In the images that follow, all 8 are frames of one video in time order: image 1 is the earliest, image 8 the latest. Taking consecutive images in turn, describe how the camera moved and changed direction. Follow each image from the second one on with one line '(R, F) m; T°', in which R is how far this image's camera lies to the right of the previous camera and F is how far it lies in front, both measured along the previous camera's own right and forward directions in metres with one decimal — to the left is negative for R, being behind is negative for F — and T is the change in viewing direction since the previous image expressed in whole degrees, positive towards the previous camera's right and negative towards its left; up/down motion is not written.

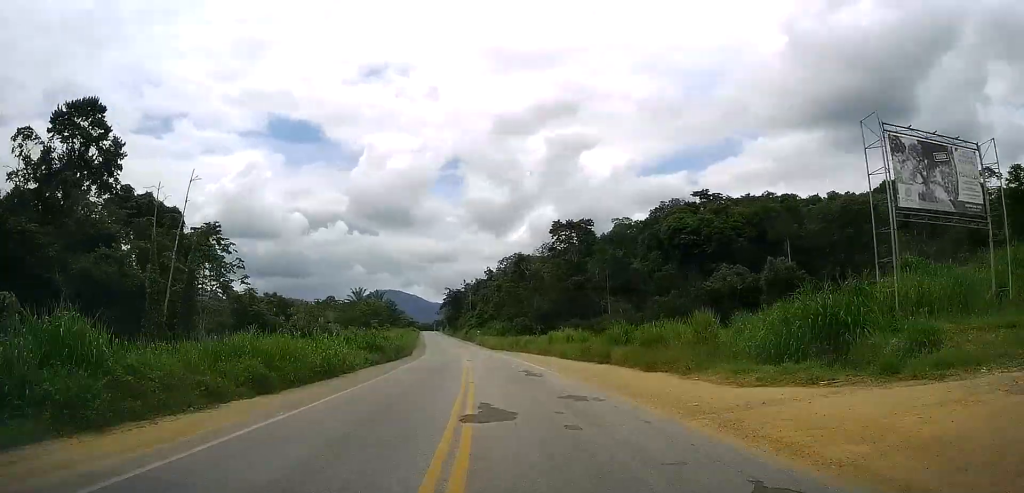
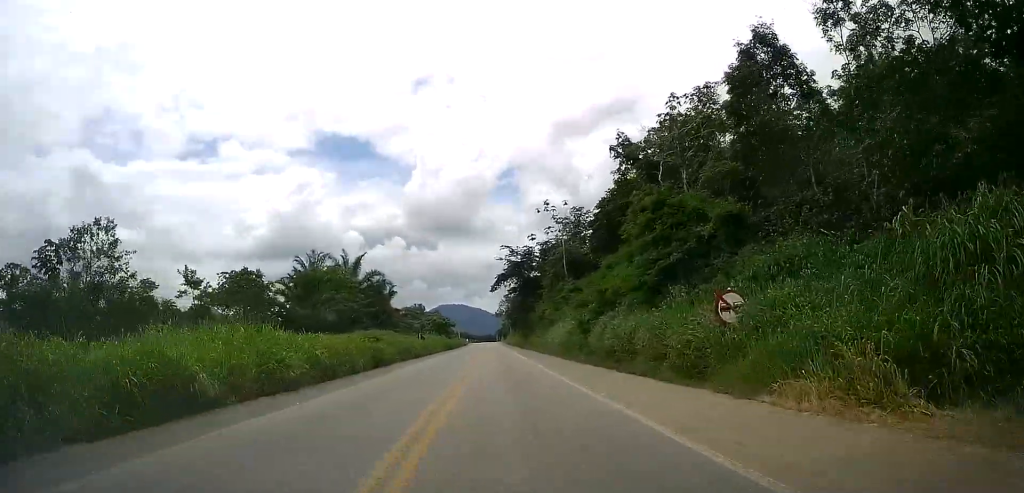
(-8.4, +109.9) m; -8°
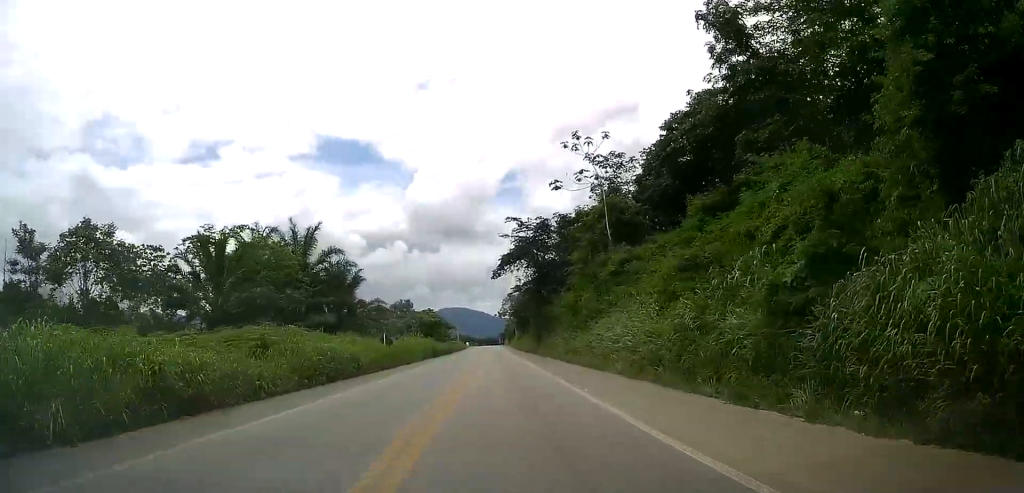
(+0.2, +24.6) m; -1°
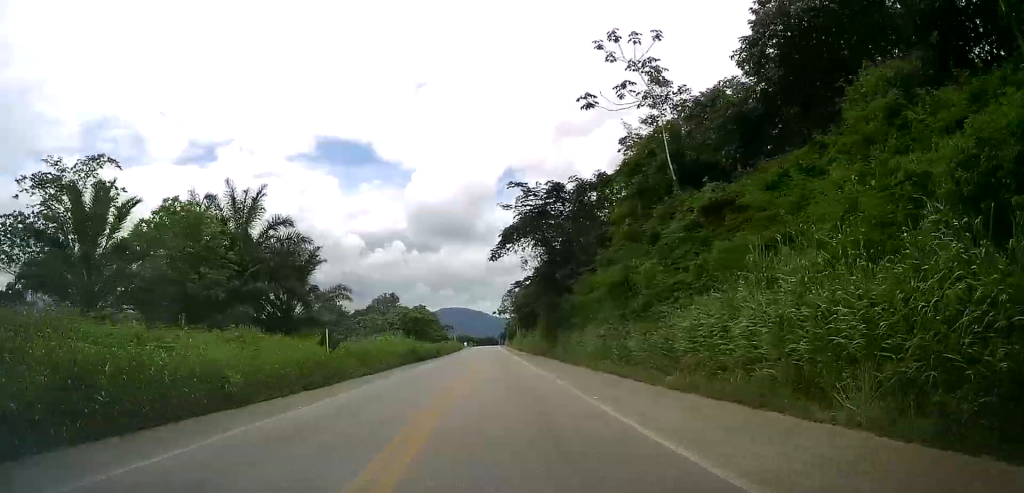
(-0.6, +16.3) m; 0°
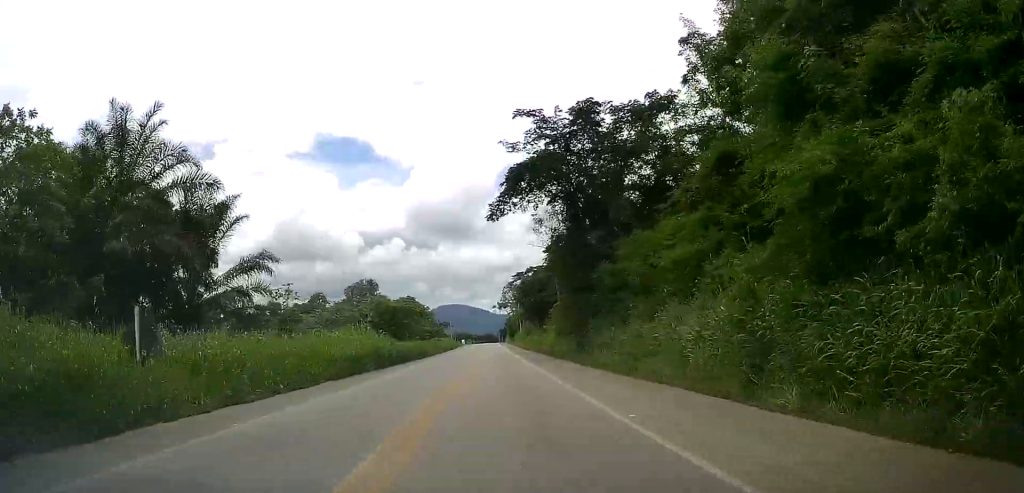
(-0.2, +17.7) m; 0°
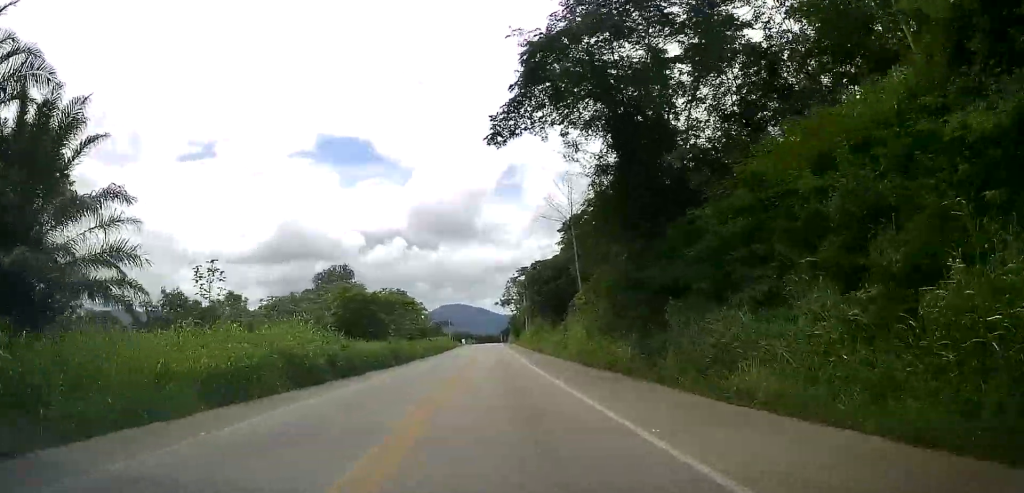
(+0.4, +15.7) m; 0°
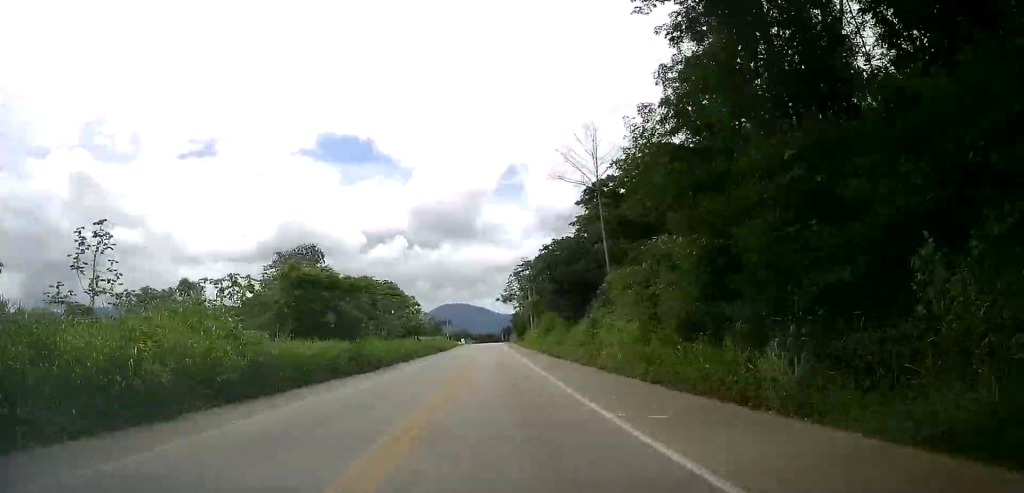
(0.0, +12.7) m; 0°
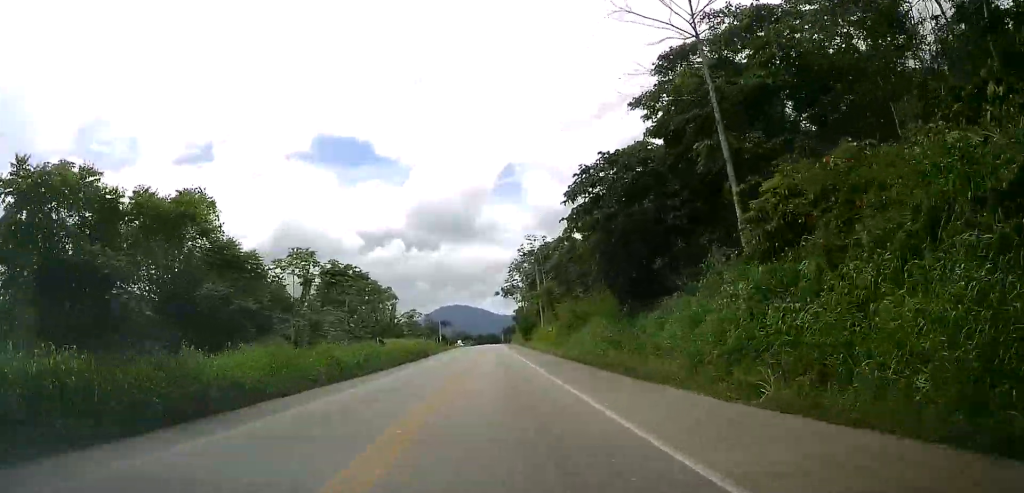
(-0.3, +22.3) m; 0°
